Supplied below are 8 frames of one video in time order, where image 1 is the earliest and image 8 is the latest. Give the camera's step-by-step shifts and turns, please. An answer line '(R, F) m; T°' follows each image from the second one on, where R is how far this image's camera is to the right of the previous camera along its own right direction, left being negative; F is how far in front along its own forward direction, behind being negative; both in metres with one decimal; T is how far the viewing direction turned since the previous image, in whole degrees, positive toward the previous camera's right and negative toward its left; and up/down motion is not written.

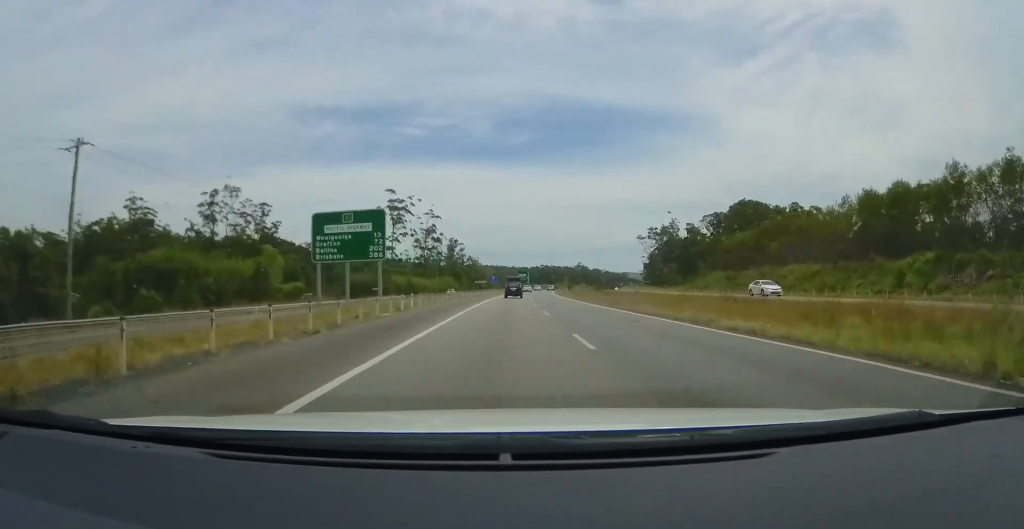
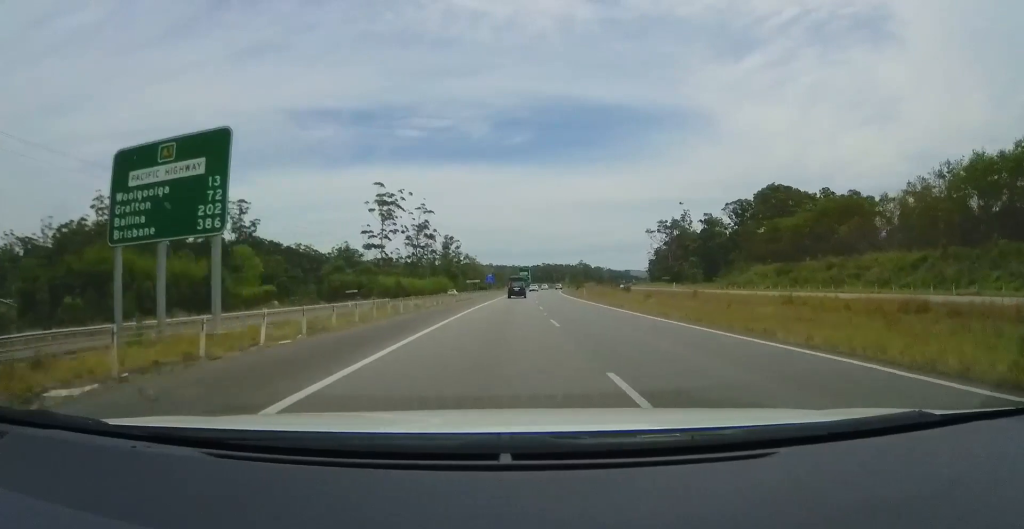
(0.0, +17.7) m; +2°
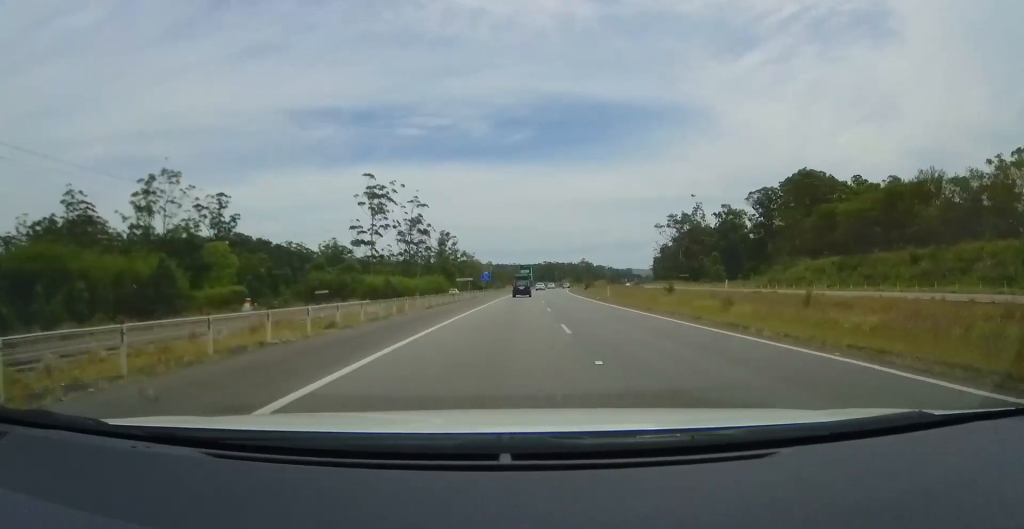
(+0.4, +14.2) m; +1°
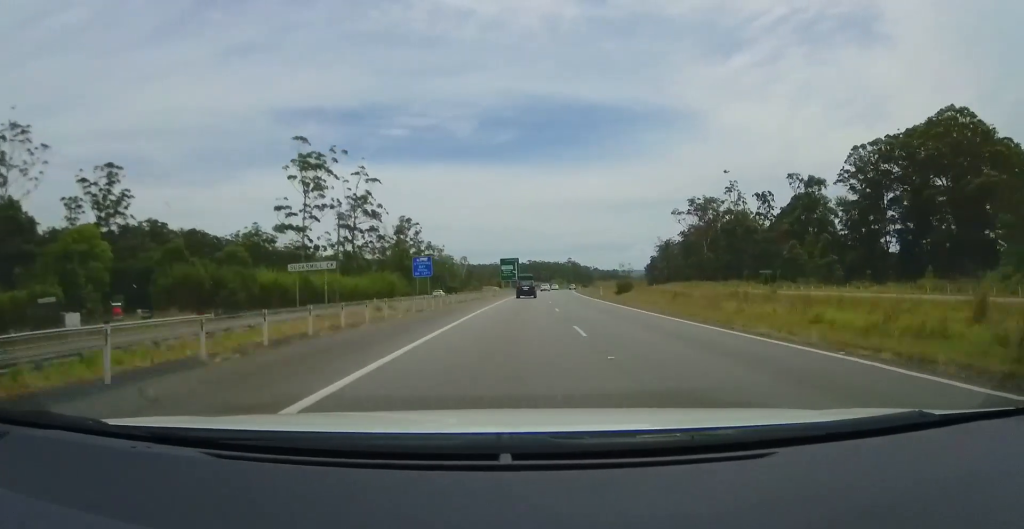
(+1.1, +48.5) m; +1°
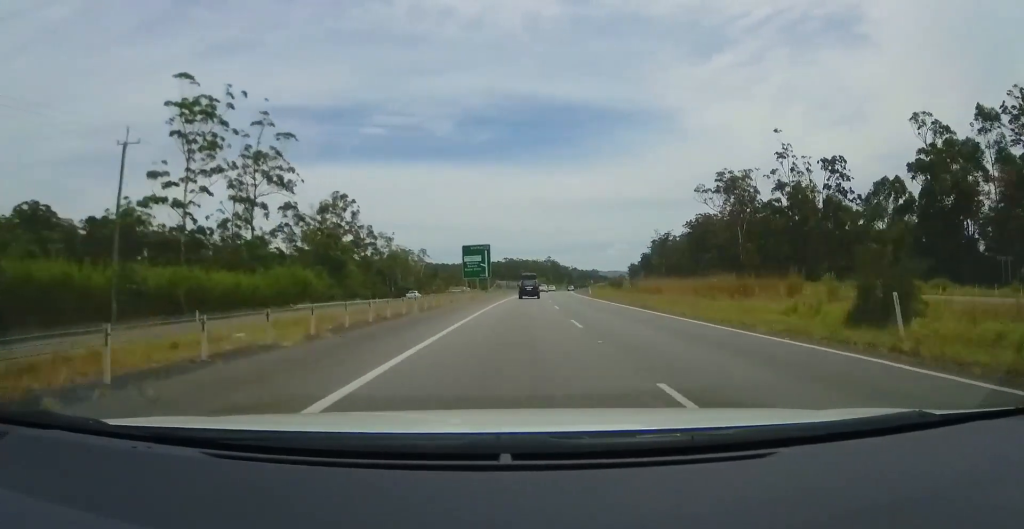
(+0.6, +46.2) m; +3°
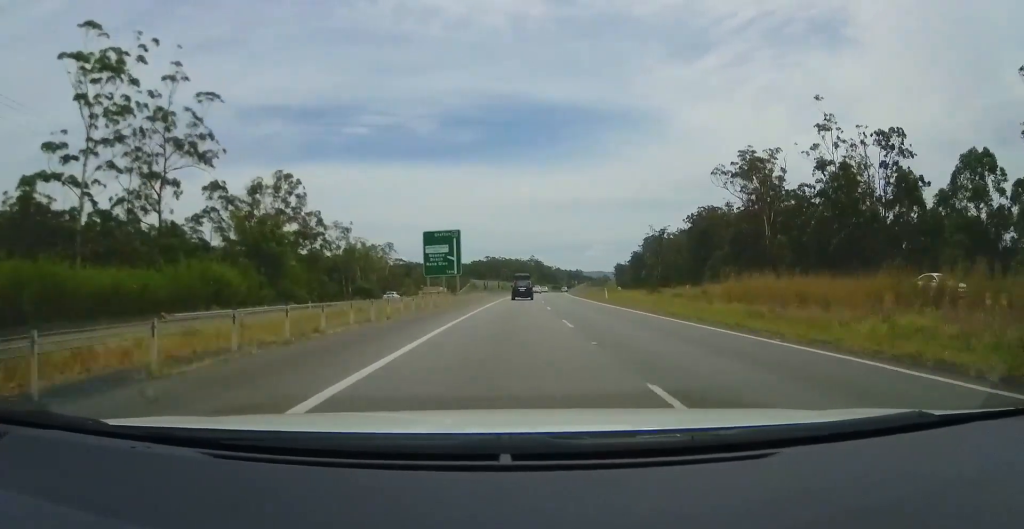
(+0.4, +23.6) m; +2°
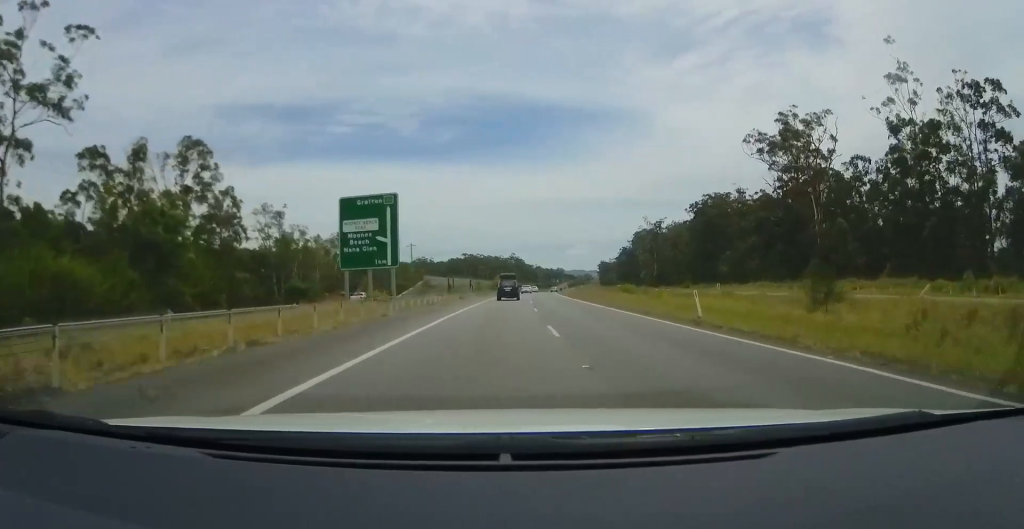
(+0.5, +25.9) m; +2°
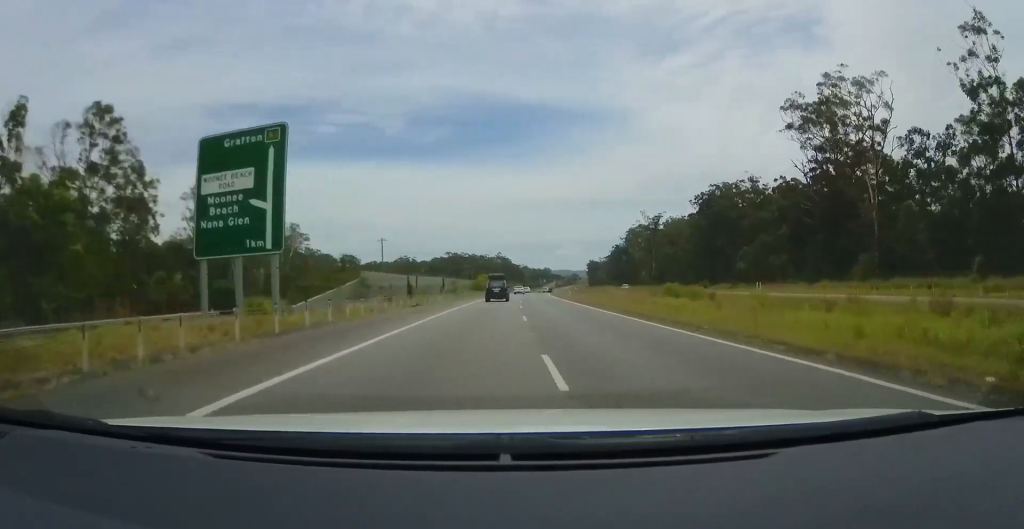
(-0.1, +19.0) m; +1°
